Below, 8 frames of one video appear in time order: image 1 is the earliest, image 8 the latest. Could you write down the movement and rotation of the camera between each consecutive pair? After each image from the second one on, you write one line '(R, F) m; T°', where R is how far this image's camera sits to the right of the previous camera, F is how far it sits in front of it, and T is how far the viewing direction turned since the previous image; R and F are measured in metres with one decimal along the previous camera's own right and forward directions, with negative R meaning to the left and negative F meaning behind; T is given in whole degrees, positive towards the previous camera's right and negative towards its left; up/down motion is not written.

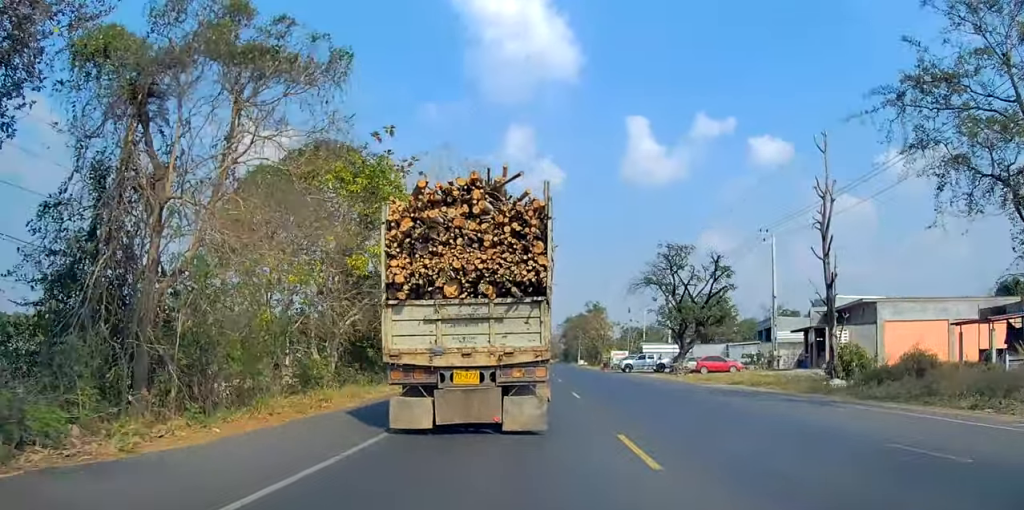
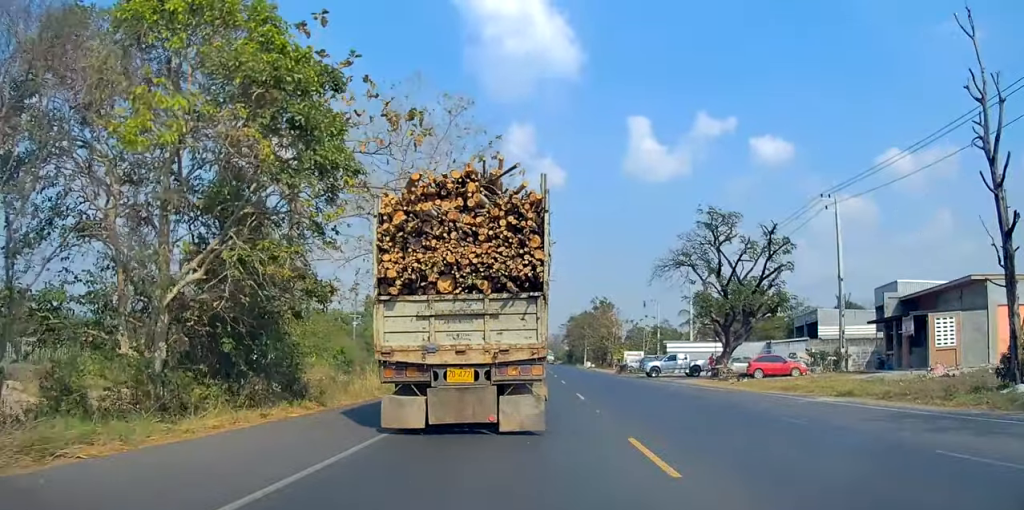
(0.0, +12.9) m; 0°
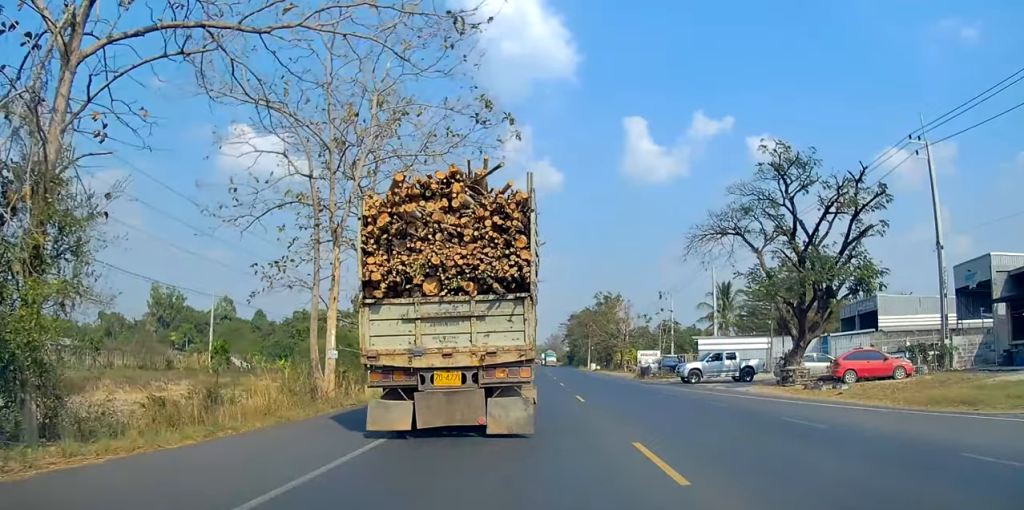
(+0.1, +12.4) m; +1°
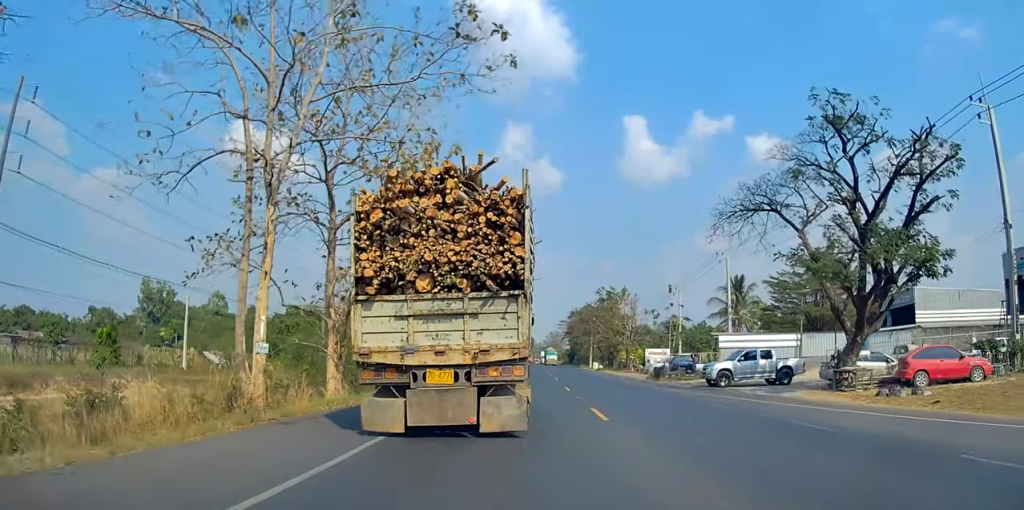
(0.0, +5.9) m; +1°
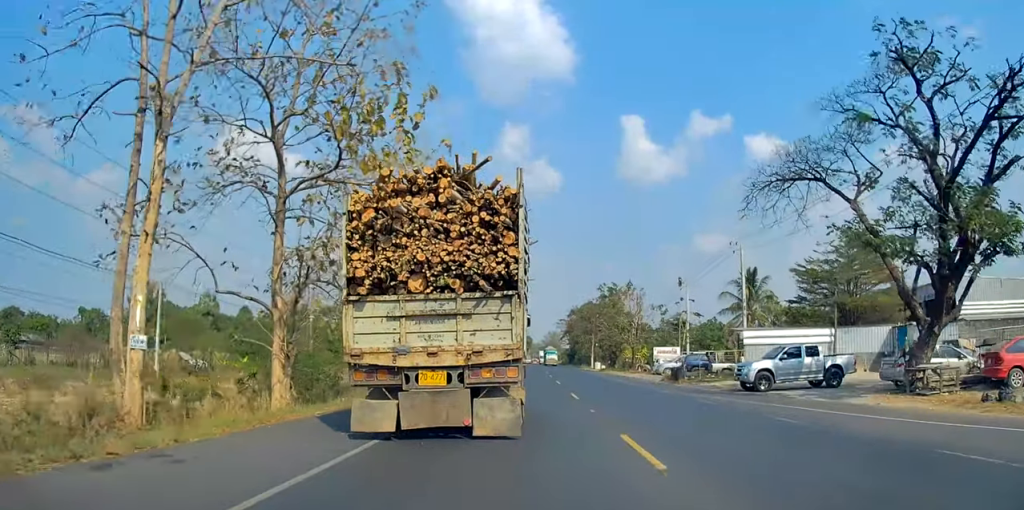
(0.0, +5.1) m; 0°
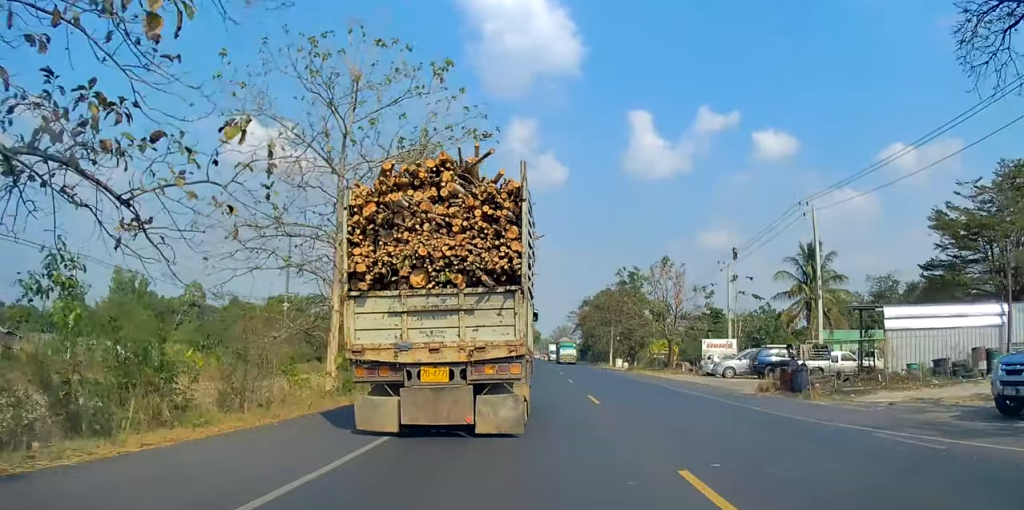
(-0.2, +15.9) m; -2°
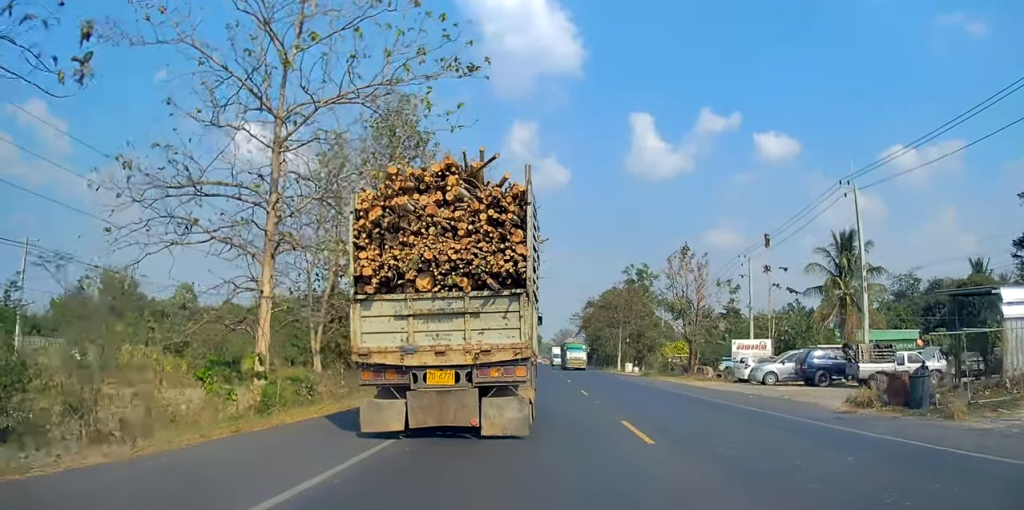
(-0.1, +6.6) m; -1°
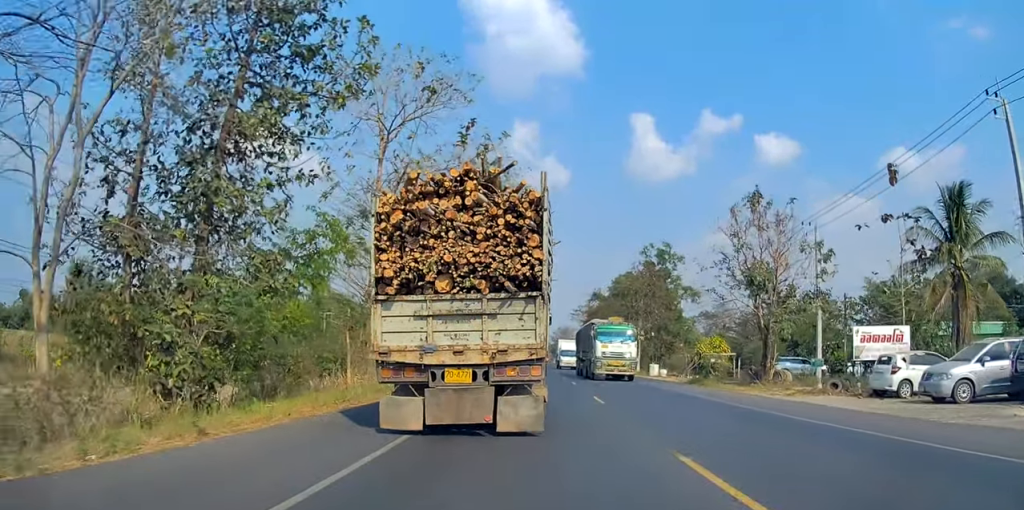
(-0.3, +16.3) m; -1°
